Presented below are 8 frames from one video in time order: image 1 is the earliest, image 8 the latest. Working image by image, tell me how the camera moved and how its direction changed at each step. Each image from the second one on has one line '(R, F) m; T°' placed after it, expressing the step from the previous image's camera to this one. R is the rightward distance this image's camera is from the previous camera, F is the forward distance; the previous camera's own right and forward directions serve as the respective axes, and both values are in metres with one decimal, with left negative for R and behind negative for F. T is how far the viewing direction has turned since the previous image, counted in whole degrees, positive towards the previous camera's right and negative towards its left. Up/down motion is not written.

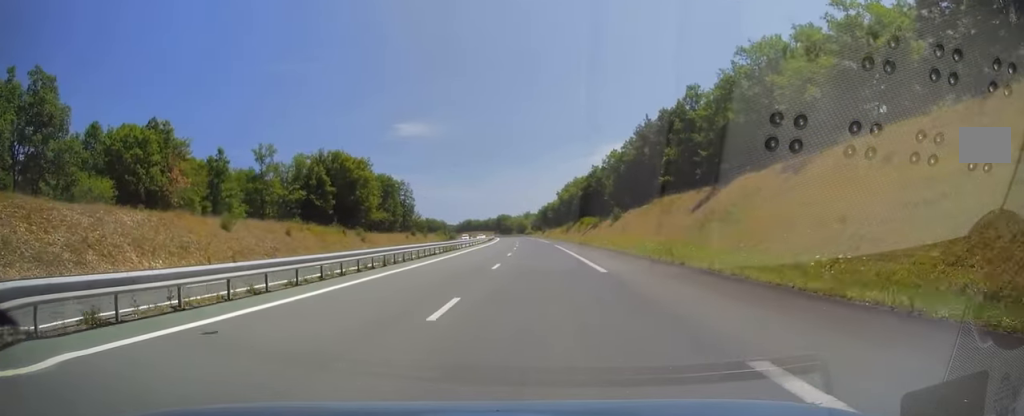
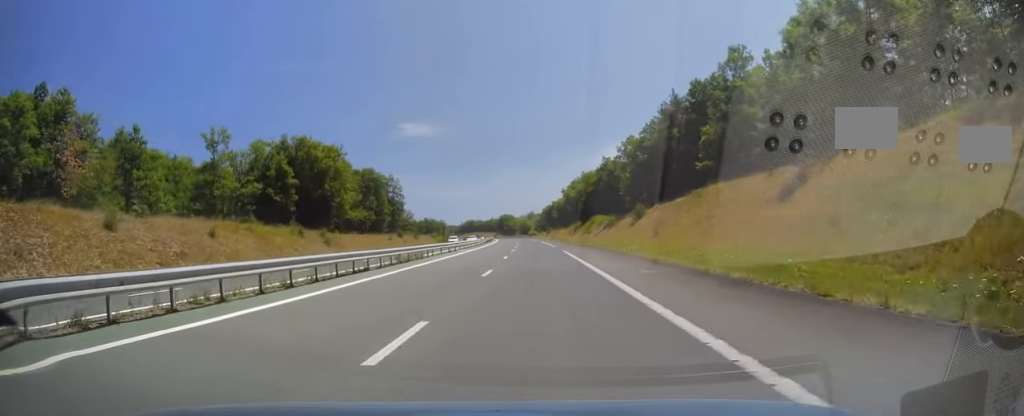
(-0.2, +16.2) m; -1°
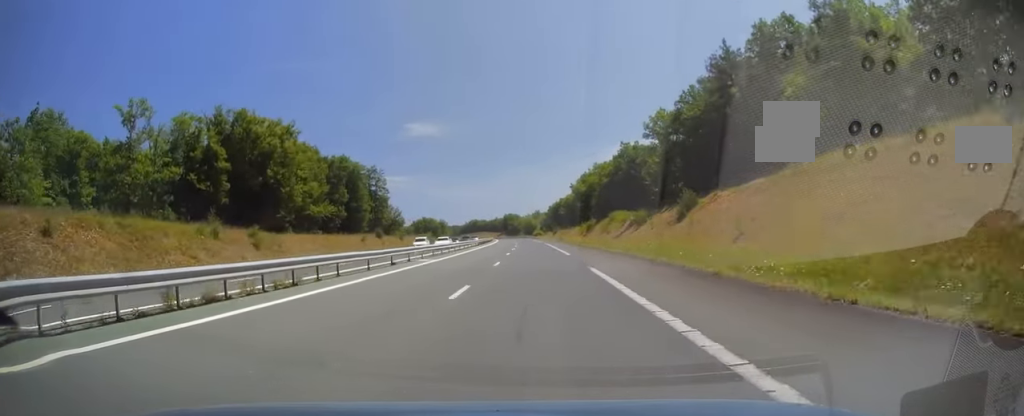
(-0.2, +19.7) m; -1°
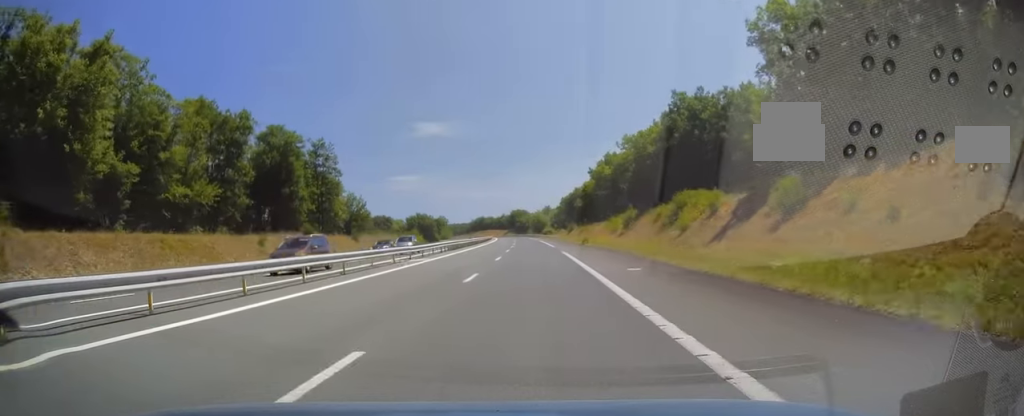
(-0.3, +34.9) m; -1°
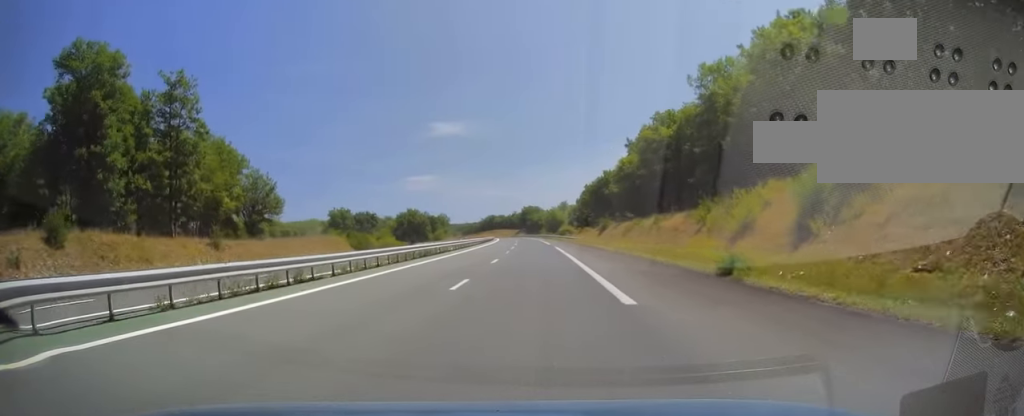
(0.0, +41.2) m; -1°
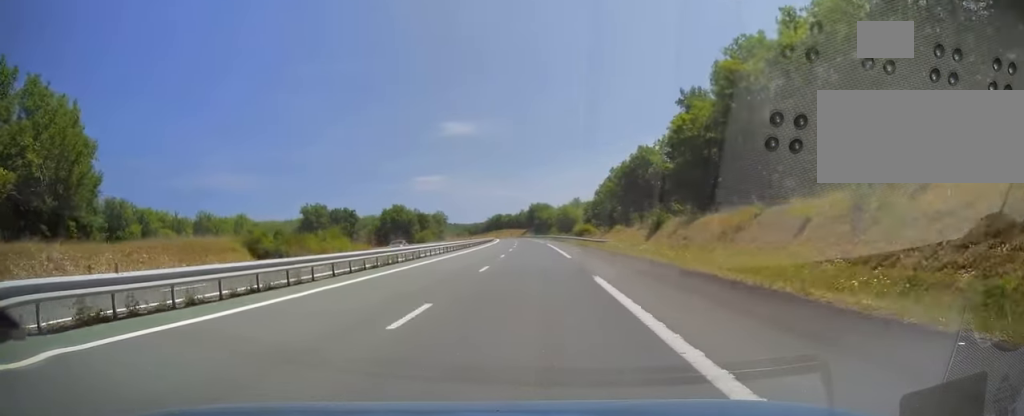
(-0.5, +31.9) m; -2°
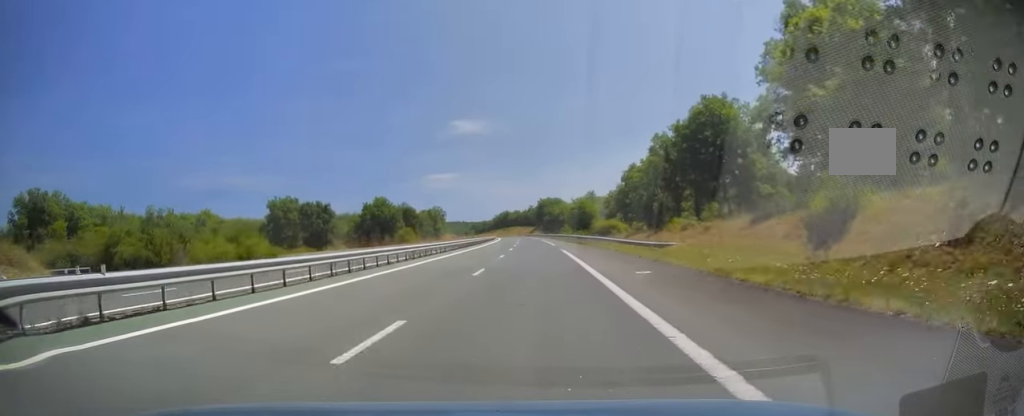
(-0.4, +28.6) m; -1°
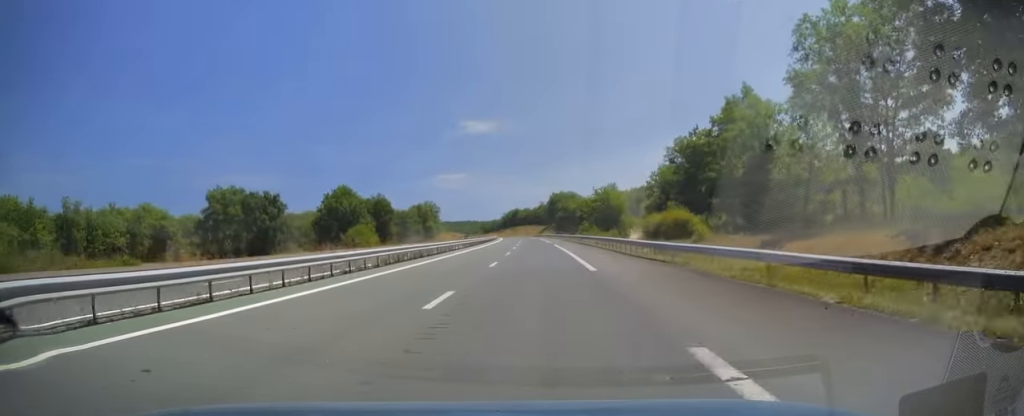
(-0.2, +34.4) m; -1°
